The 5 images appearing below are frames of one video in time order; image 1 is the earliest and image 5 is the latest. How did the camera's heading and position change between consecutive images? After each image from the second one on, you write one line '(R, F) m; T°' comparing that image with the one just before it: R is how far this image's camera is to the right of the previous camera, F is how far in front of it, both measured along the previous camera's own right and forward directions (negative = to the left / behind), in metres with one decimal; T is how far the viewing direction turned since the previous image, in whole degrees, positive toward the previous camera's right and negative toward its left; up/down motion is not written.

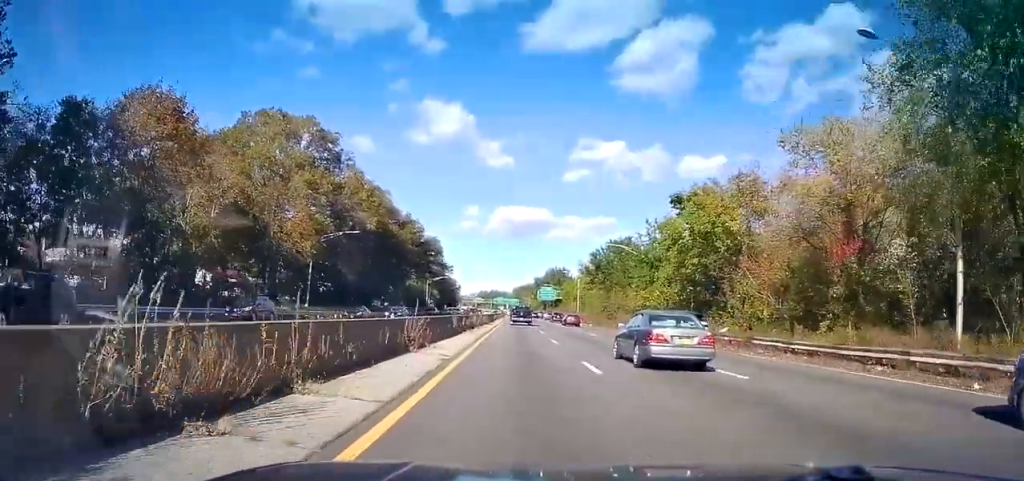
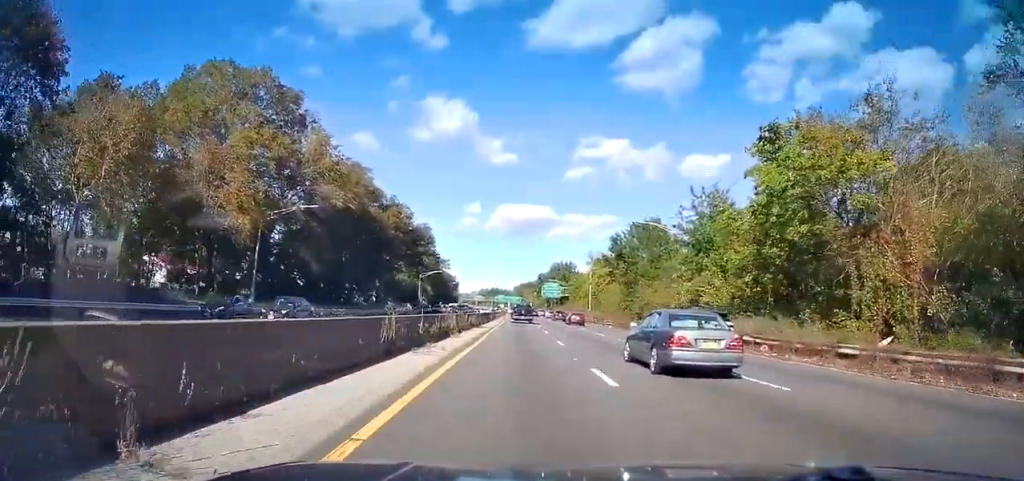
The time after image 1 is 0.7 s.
(0.0, +14.6) m; -1°
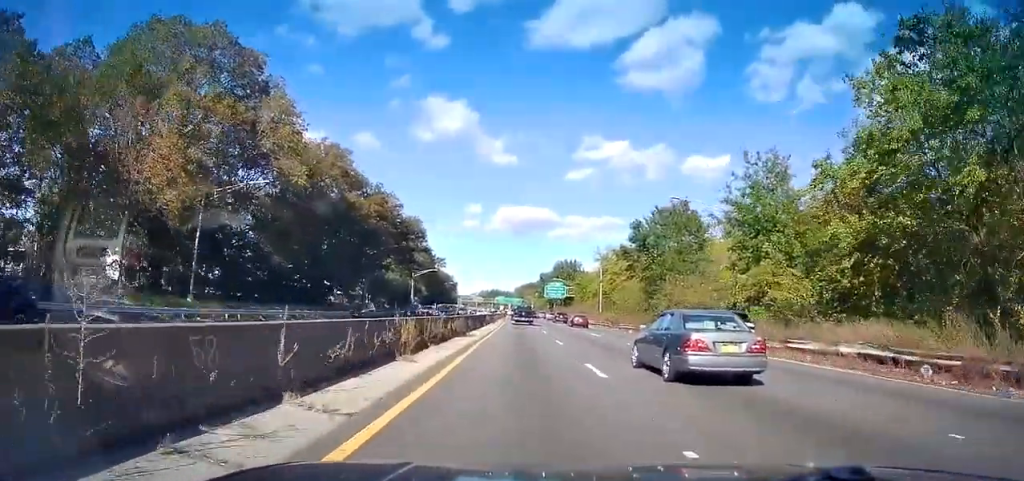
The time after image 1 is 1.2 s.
(+0.1, +10.6) m; -1°
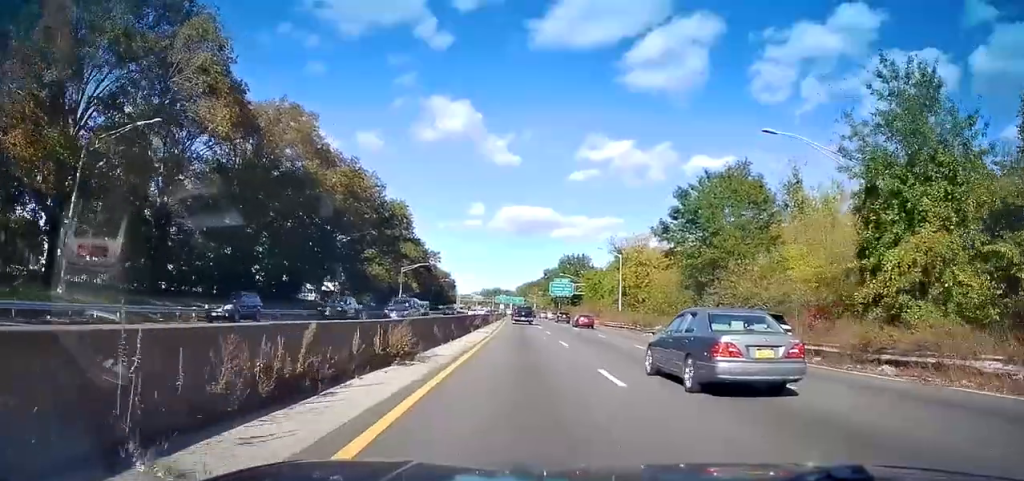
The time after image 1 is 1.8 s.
(-0.4, +14.1) m; 0°
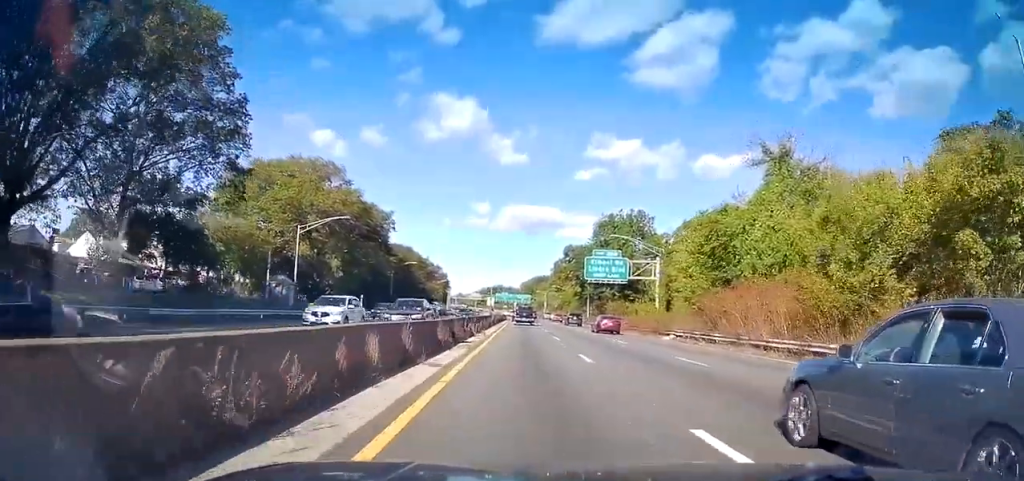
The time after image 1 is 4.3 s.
(+0.7, +56.3) m; +1°
